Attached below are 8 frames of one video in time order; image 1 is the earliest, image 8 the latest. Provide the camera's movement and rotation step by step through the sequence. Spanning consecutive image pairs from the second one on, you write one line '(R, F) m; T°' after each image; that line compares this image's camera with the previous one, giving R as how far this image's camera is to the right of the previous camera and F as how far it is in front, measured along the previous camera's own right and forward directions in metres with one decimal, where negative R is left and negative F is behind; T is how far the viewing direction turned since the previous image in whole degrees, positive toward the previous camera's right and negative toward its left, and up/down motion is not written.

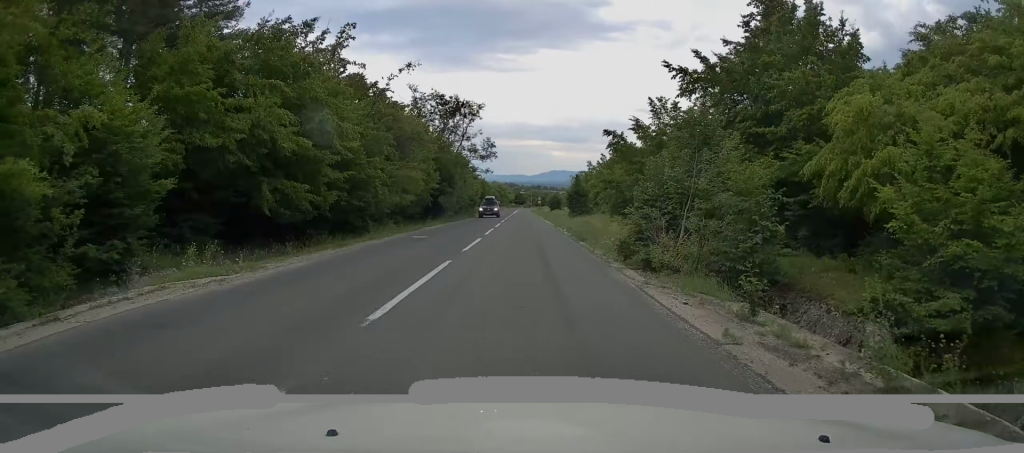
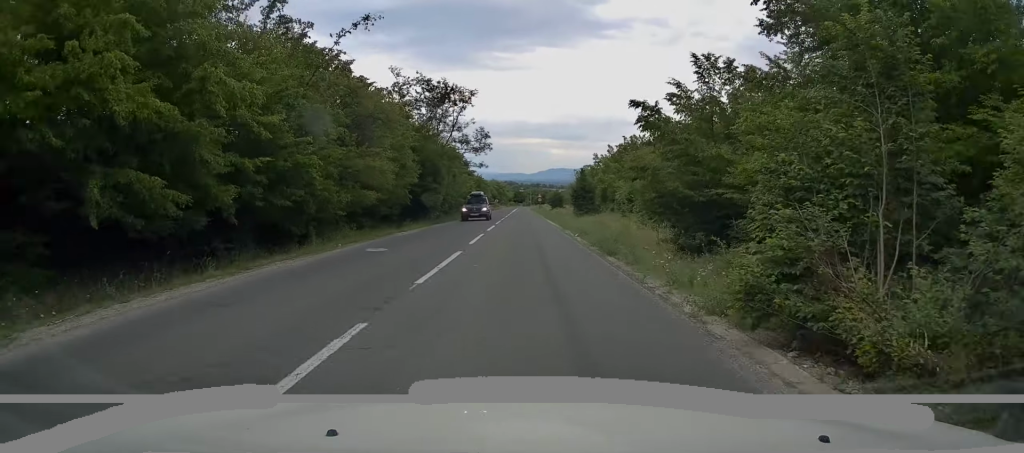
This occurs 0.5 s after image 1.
(0.0, +6.7) m; 0°
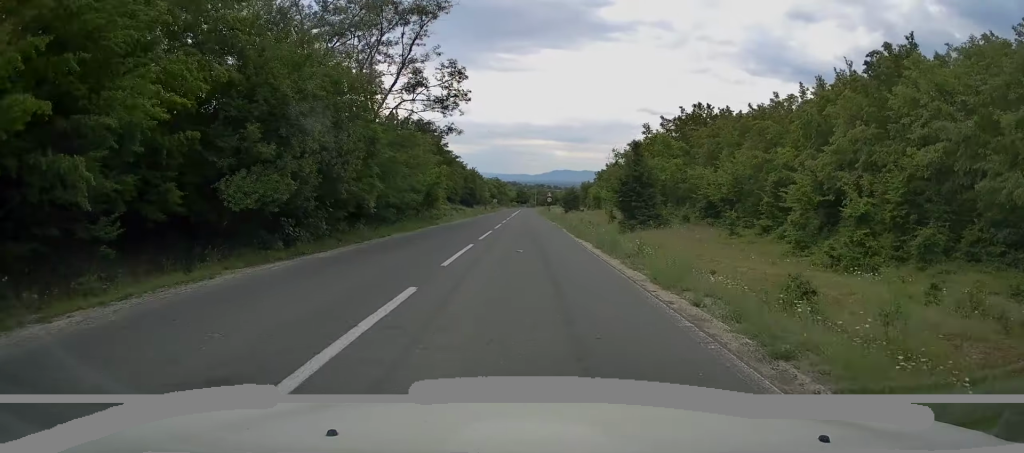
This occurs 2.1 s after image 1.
(-0.2, +24.3) m; -1°
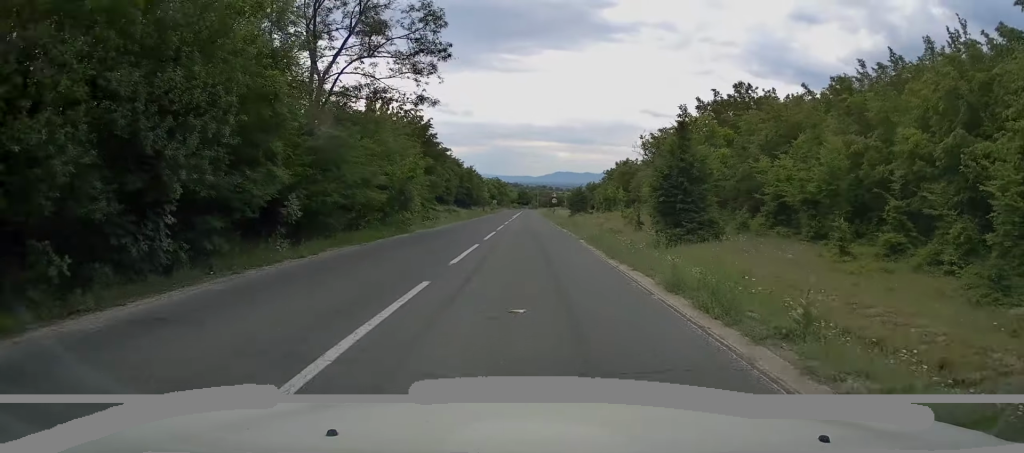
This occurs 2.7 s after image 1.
(0.0, +8.3) m; 0°
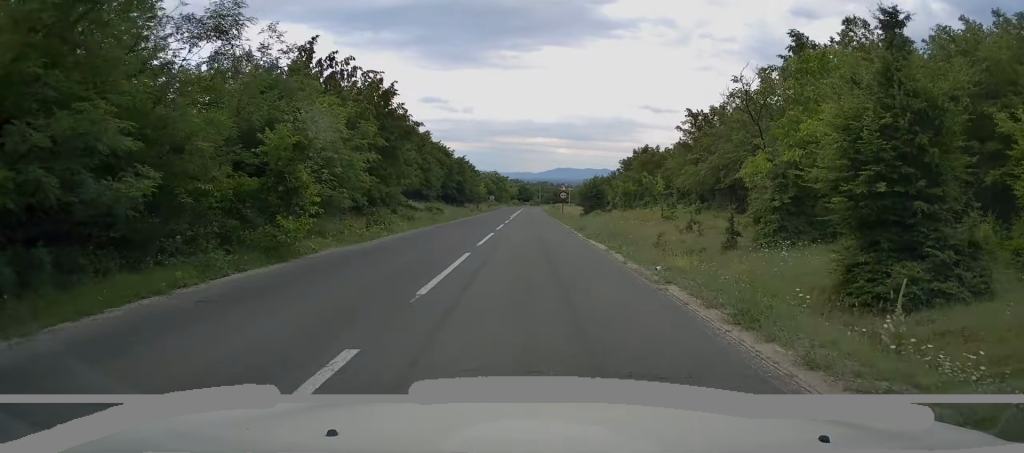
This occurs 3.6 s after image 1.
(-0.1, +13.1) m; 0°
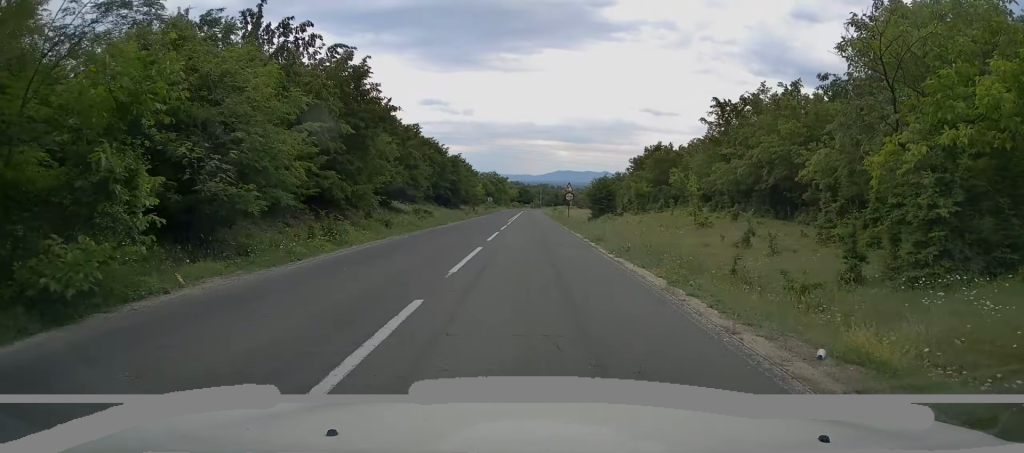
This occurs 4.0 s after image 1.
(0.0, +6.4) m; +1°
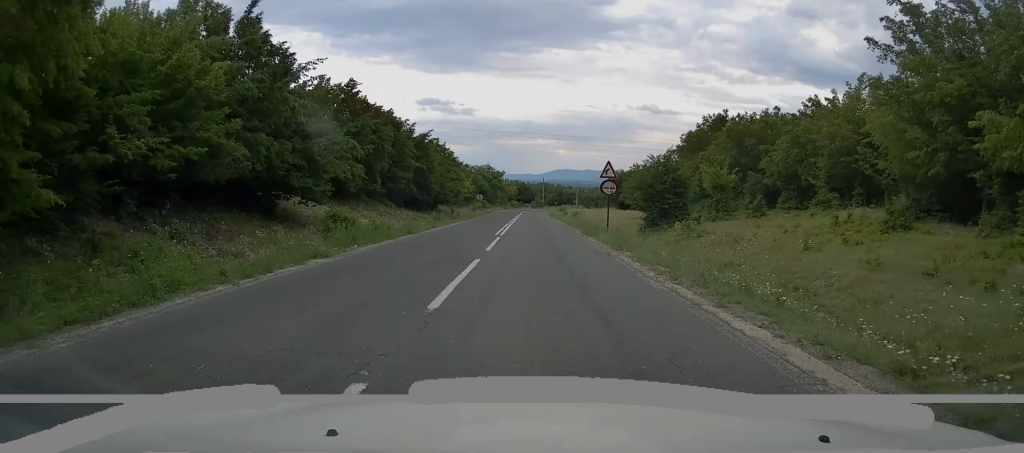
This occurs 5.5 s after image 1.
(+0.5, +21.2) m; +1°
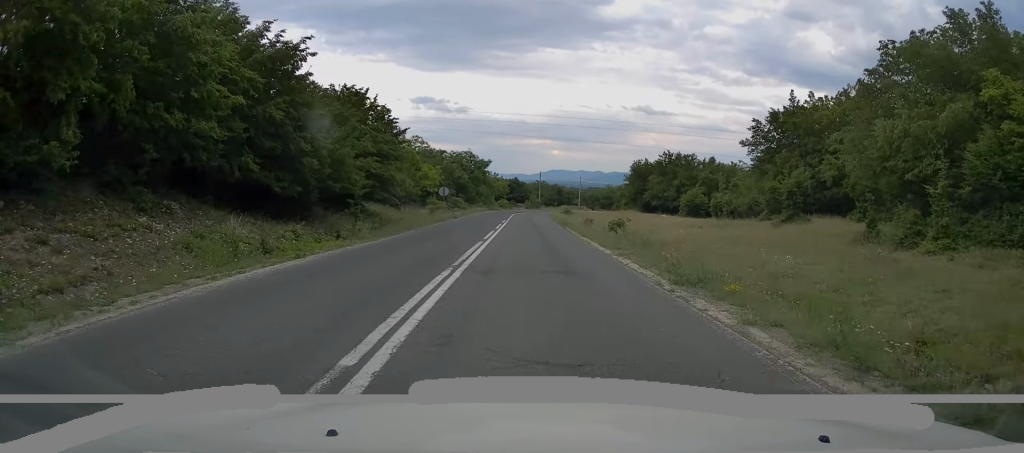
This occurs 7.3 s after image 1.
(-0.5, +27.0) m; -1°
